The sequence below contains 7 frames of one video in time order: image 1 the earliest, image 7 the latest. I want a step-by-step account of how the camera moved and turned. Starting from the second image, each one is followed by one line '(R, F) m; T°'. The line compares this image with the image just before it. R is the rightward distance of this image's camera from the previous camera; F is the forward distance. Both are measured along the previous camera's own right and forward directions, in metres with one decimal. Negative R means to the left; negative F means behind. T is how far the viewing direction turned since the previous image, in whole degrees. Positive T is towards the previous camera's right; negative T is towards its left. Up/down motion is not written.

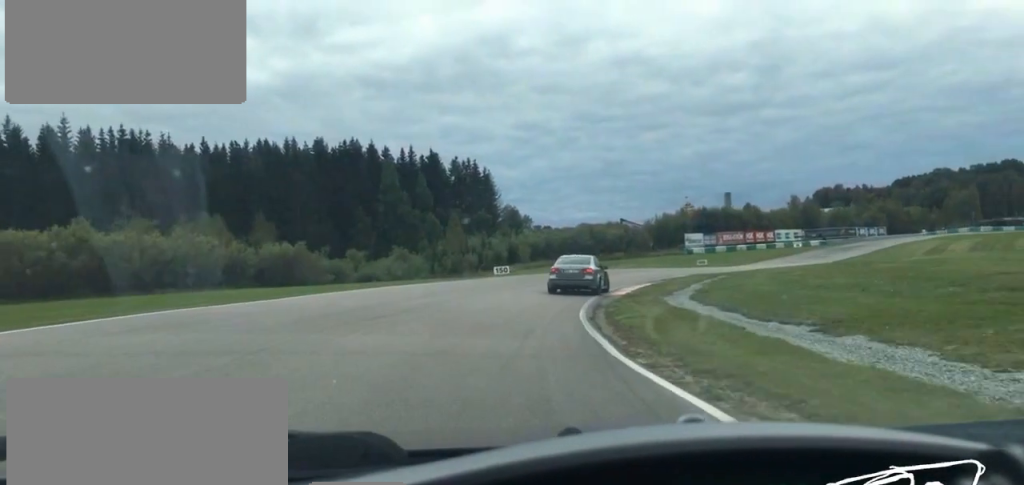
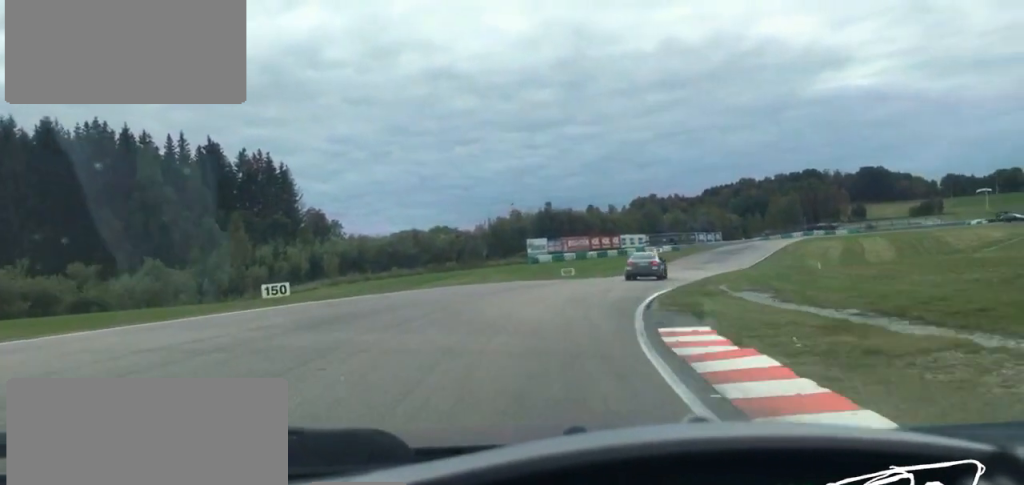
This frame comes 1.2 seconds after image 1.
(+2.7, +32.3) m; +12°
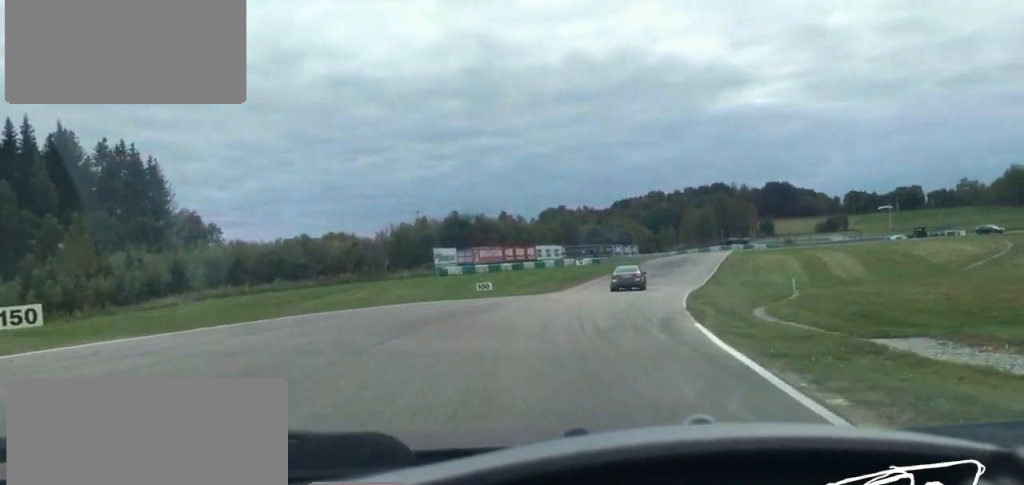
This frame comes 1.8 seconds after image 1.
(+1.1, +14.9) m; +5°
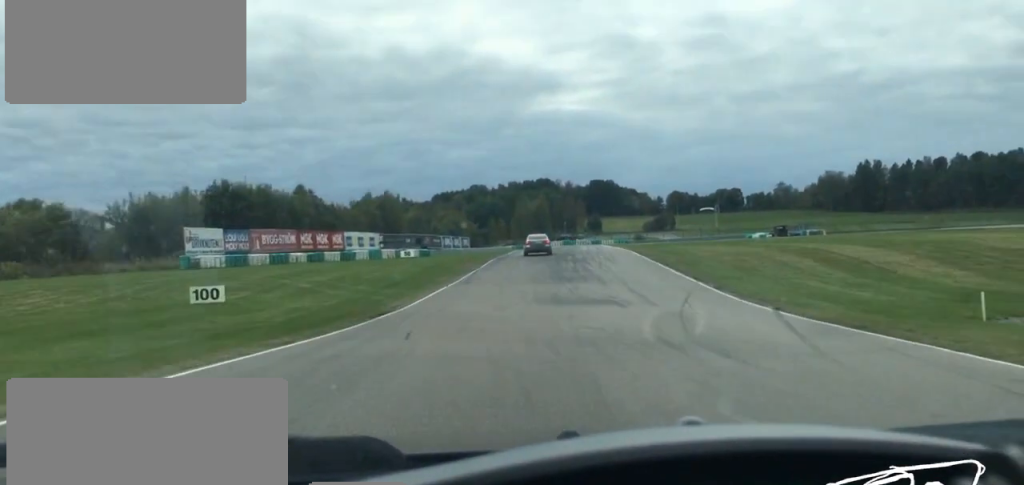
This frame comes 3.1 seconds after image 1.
(+3.8, +39.0) m; +12°
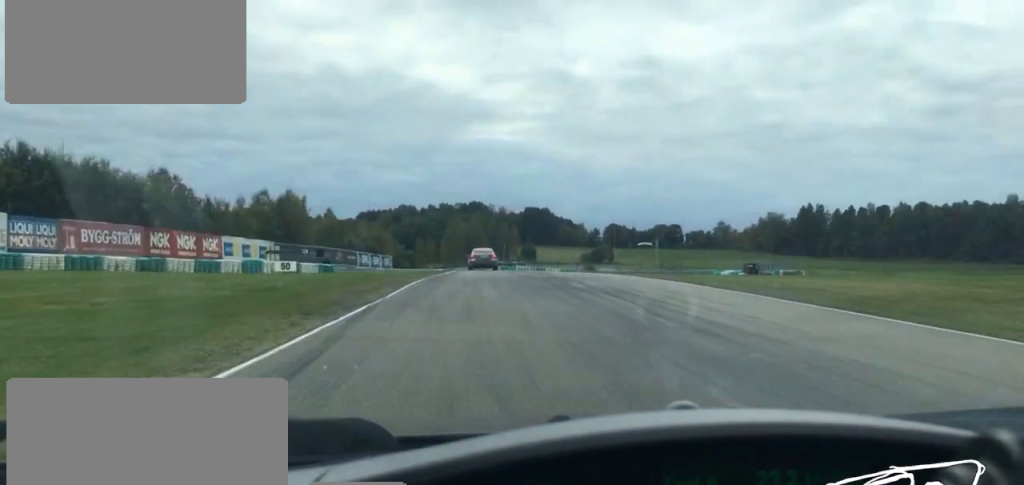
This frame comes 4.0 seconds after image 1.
(+2.2, +27.0) m; +5°
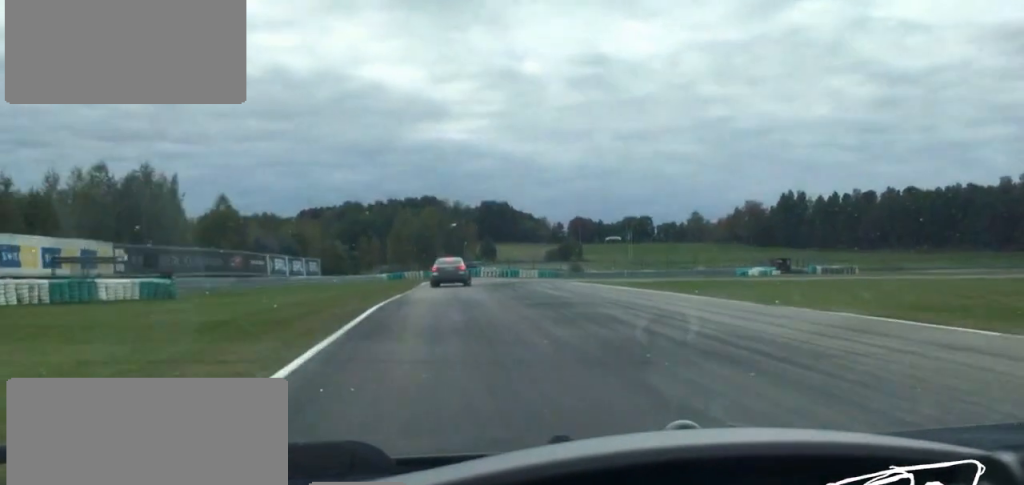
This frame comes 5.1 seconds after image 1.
(+0.7, +33.5) m; 0°
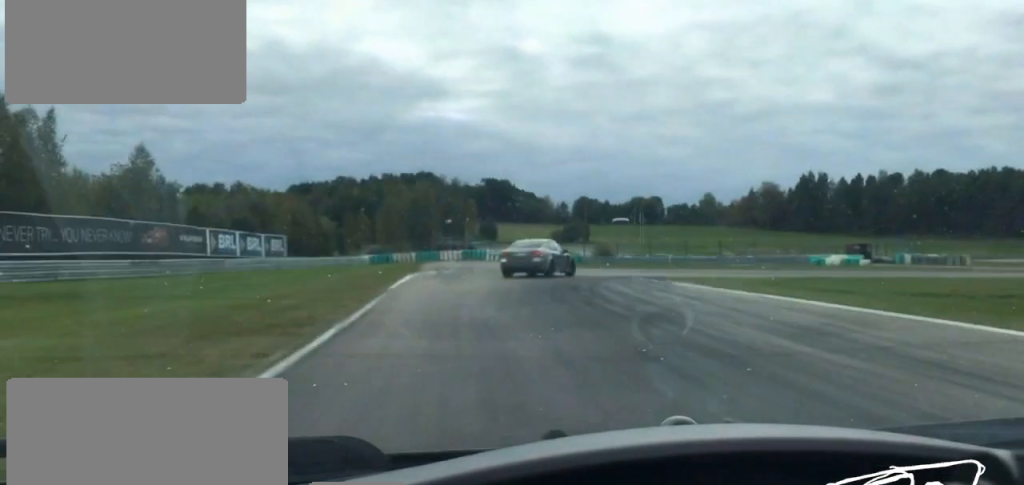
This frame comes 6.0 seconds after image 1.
(-0.3, +25.5) m; +1°
